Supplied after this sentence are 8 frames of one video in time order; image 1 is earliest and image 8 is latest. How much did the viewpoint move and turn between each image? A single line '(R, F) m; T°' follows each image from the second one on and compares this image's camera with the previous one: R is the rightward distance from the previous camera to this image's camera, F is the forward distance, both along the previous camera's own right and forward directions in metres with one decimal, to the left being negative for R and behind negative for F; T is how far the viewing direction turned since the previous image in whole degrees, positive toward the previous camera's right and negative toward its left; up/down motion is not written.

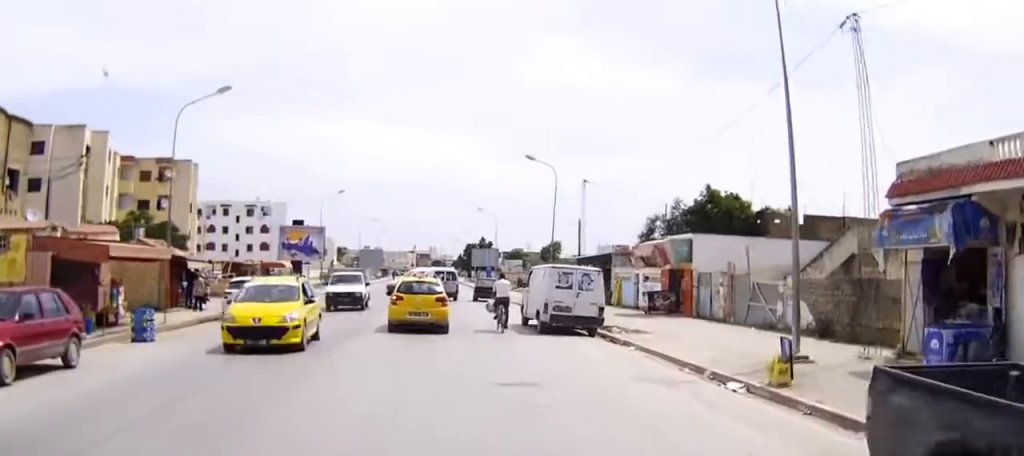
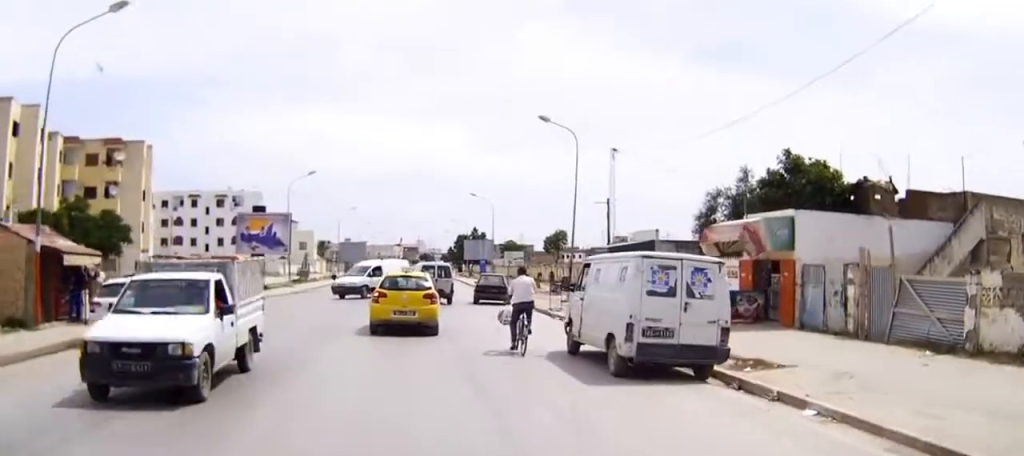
(0.0, +10.0) m; 0°
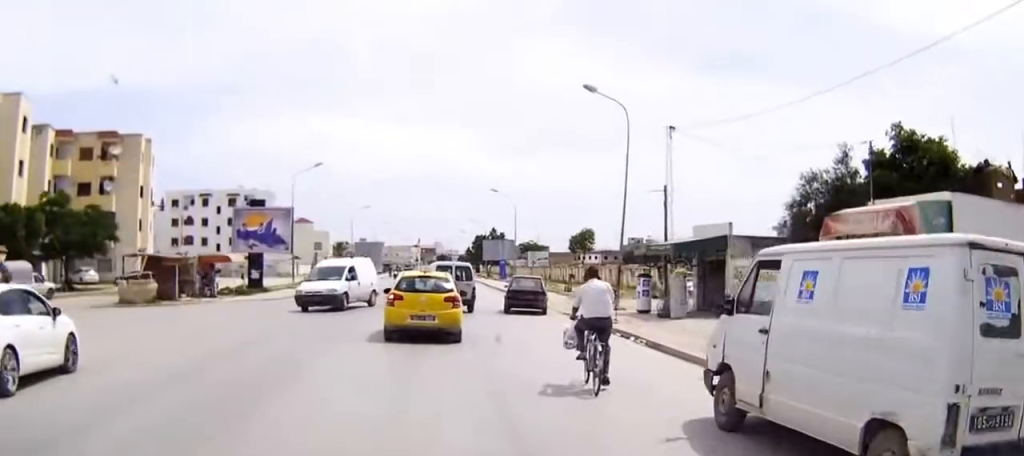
(0.0, +7.5) m; -1°
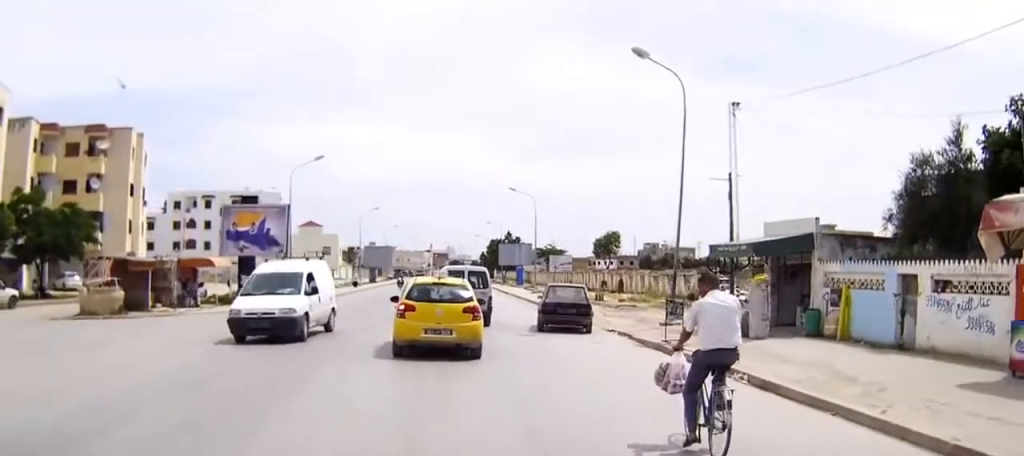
(0.0, +5.6) m; -1°
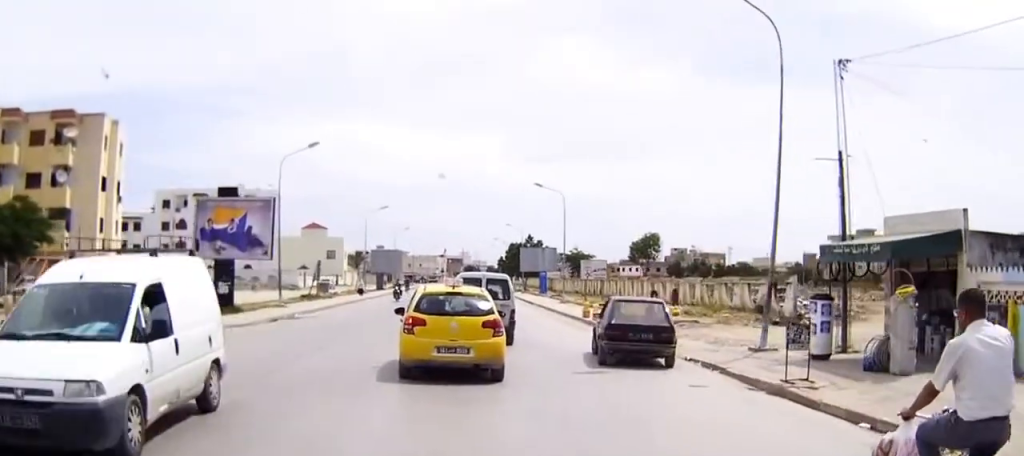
(-0.1, +5.8) m; -1°
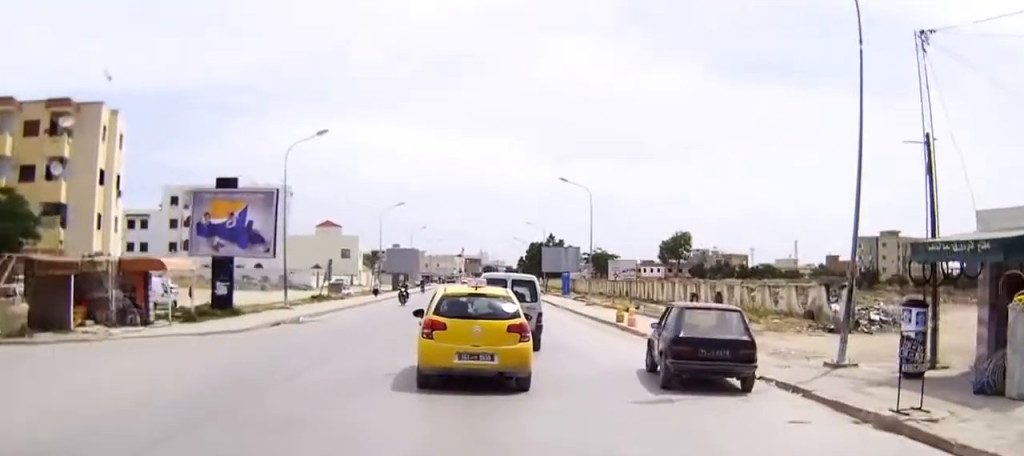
(-0.1, +3.3) m; +1°
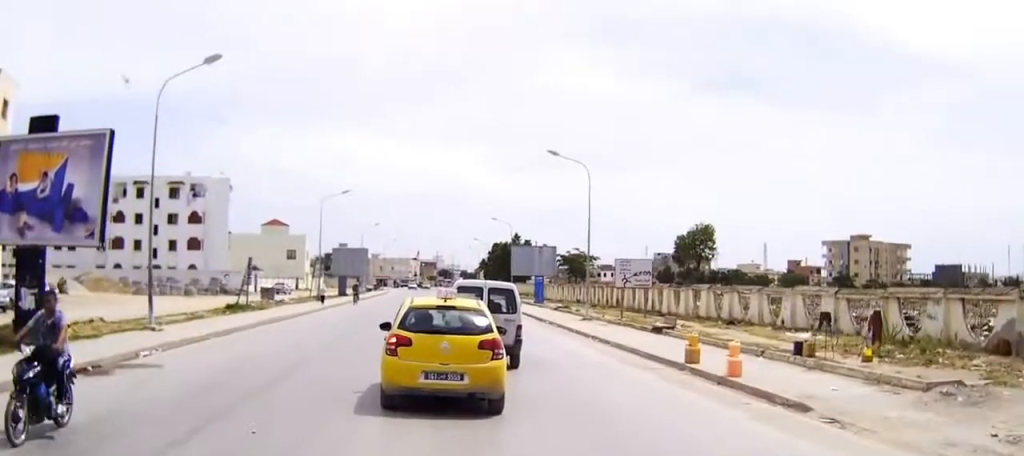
(+1.6, +16.6) m; -2°
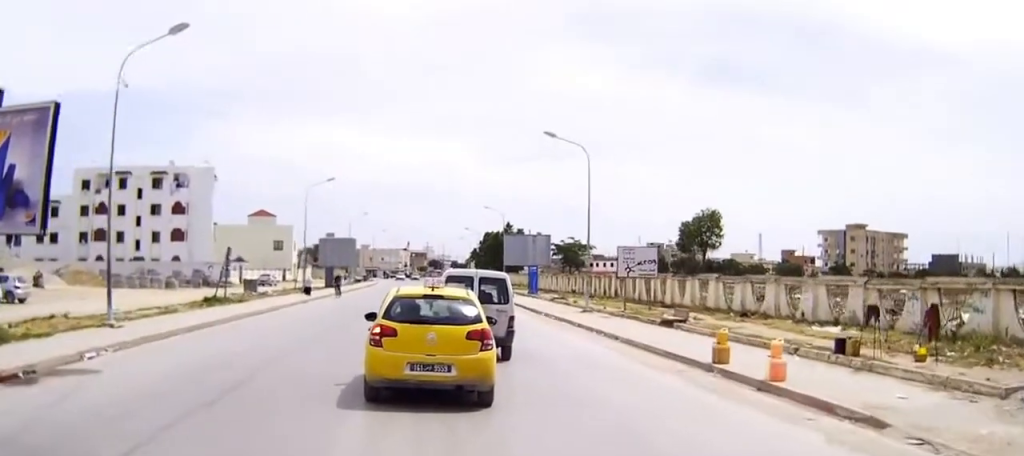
(-0.7, +2.9) m; -3°
